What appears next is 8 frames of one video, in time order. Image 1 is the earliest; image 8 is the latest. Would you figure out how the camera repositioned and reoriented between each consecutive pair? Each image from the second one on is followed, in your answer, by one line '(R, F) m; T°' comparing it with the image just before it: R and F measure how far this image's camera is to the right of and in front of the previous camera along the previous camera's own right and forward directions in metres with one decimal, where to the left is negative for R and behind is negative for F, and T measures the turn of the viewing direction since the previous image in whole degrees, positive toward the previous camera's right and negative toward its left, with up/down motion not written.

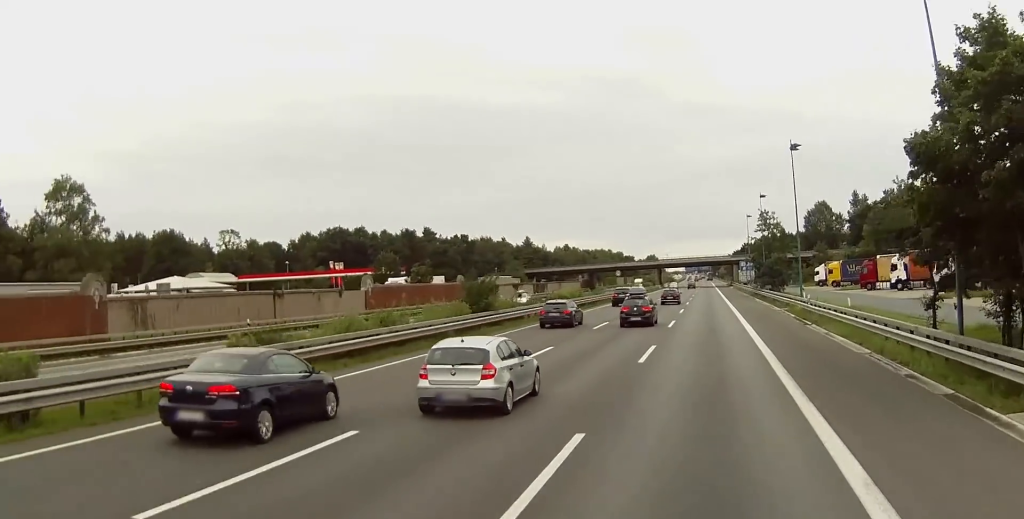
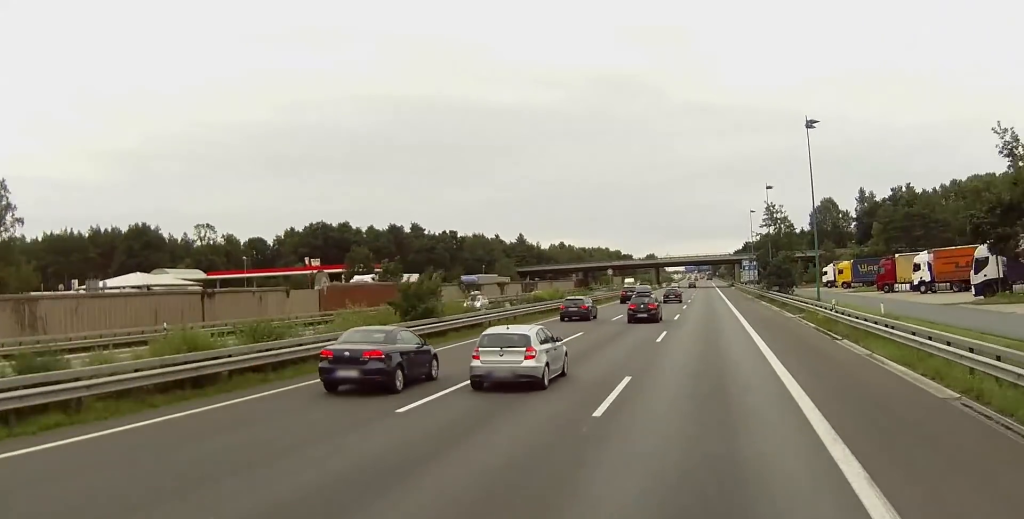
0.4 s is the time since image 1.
(-0.2, +9.5) m; 0°
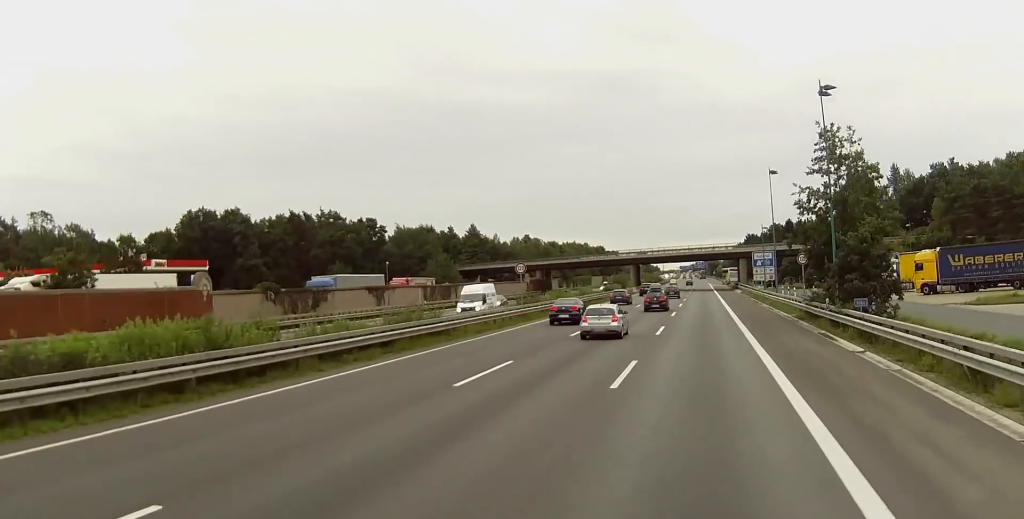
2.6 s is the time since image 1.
(+0.4, +49.2) m; 0°
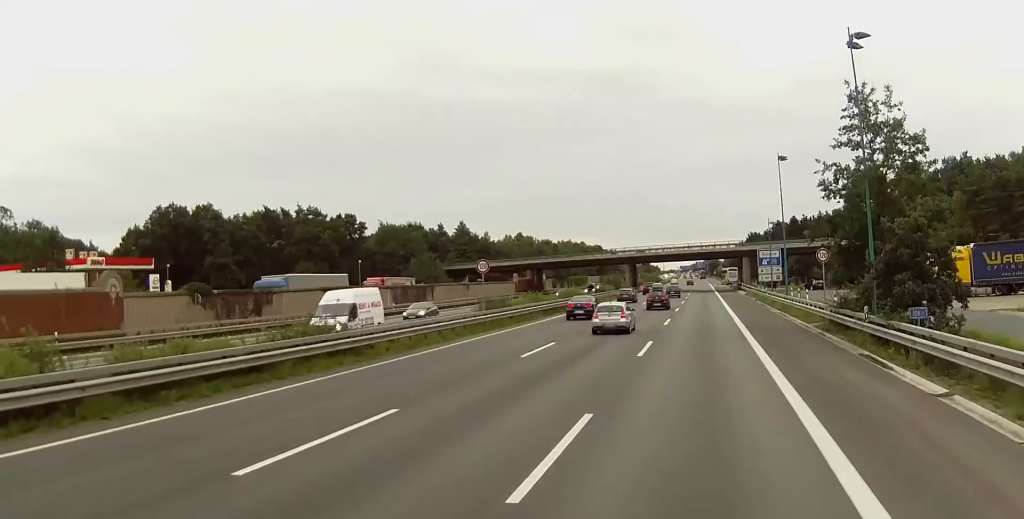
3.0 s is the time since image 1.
(-0.1, +10.2) m; 0°
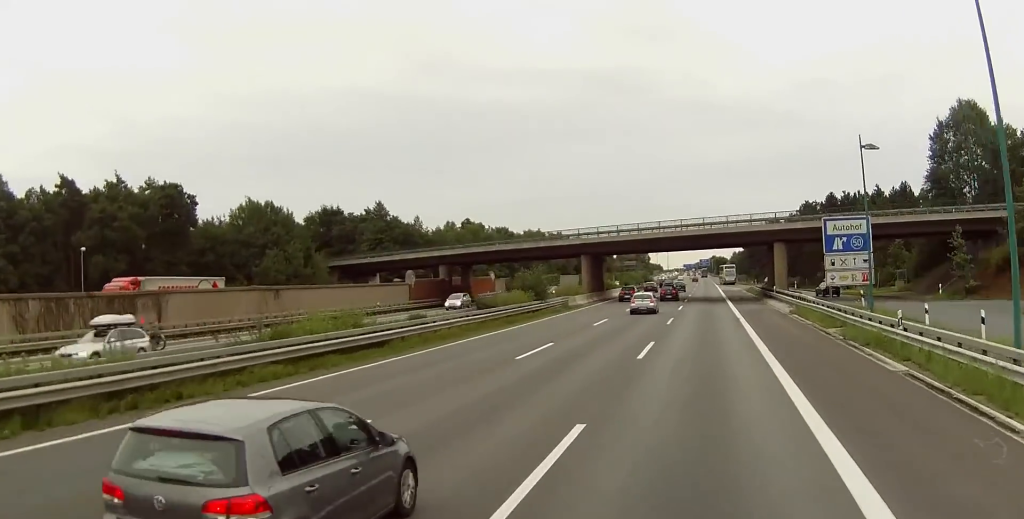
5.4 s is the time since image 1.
(+0.4, +55.6) m; 0°
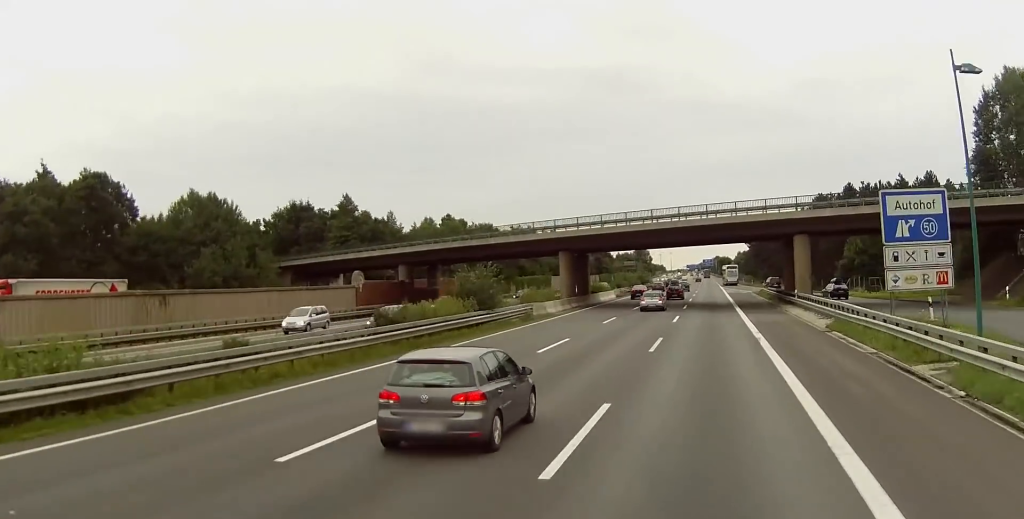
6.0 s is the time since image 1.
(-0.1, +15.7) m; 0°
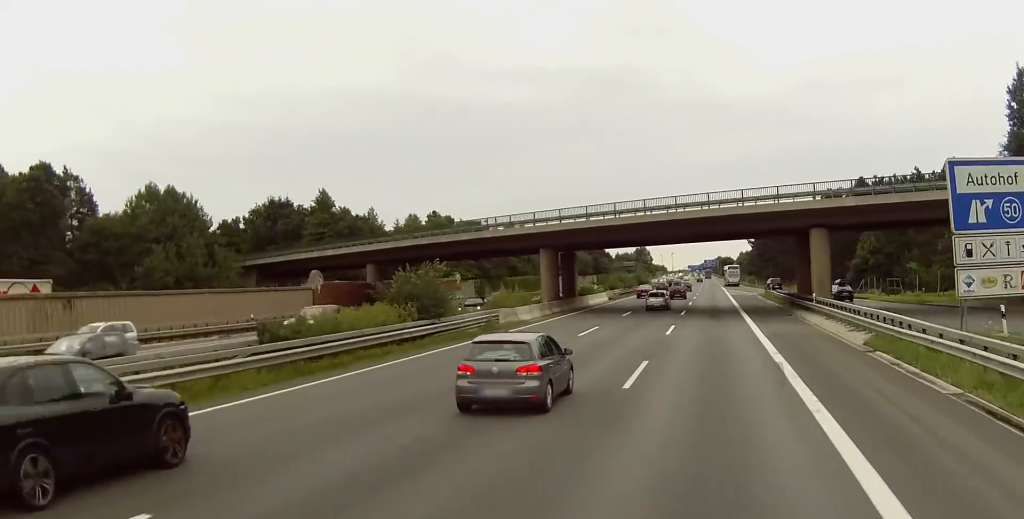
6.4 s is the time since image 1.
(-0.1, +9.4) m; 0°
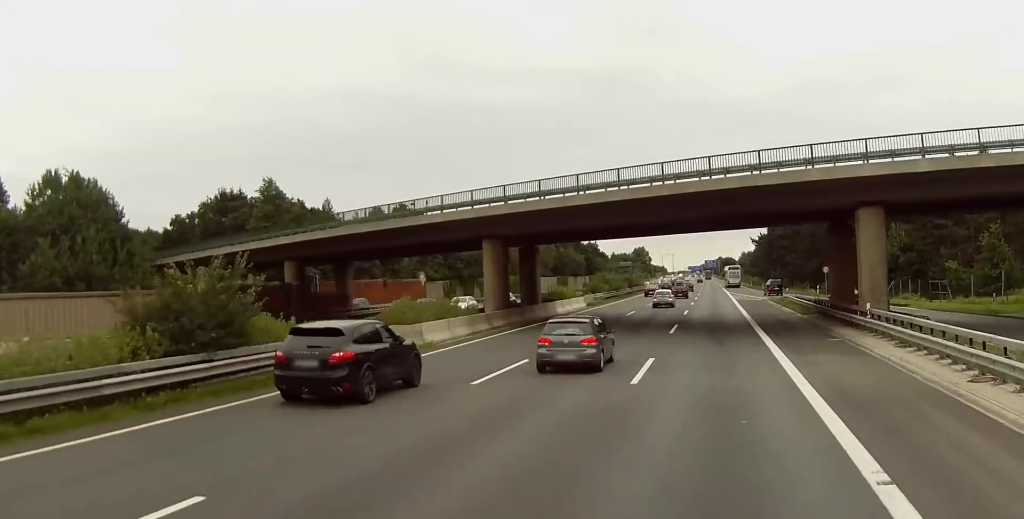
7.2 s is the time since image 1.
(0.0, +17.3) m; 0°
